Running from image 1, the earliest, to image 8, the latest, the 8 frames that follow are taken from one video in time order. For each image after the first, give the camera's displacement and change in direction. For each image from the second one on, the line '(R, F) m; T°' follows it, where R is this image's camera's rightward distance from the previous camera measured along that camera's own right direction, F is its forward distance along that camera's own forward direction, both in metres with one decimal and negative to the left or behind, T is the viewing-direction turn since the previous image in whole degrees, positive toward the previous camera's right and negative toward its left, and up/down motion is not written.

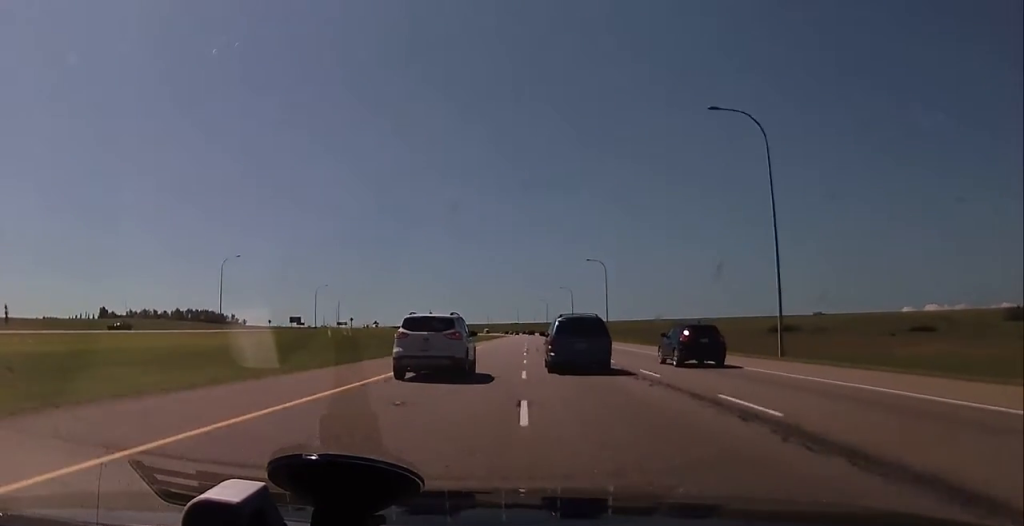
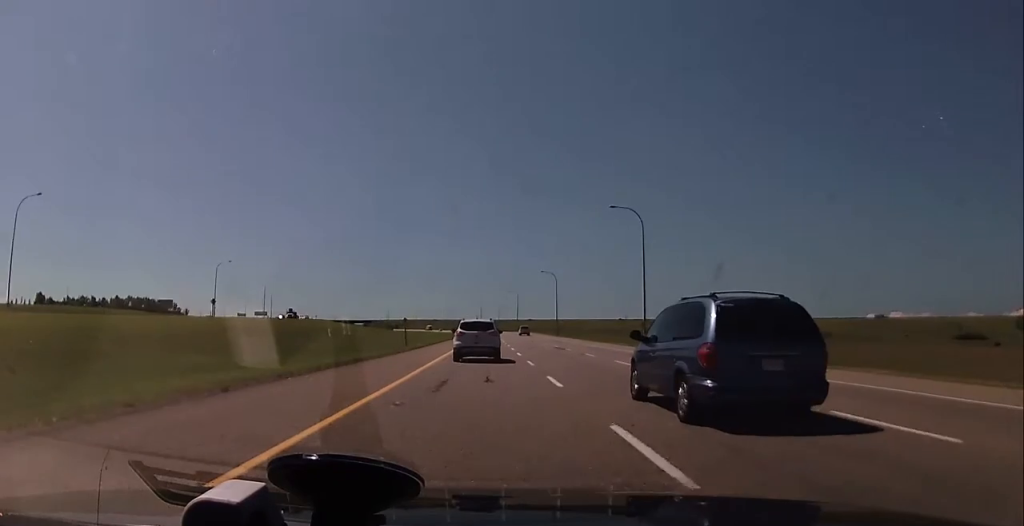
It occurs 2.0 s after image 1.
(-0.1, +66.0) m; +1°
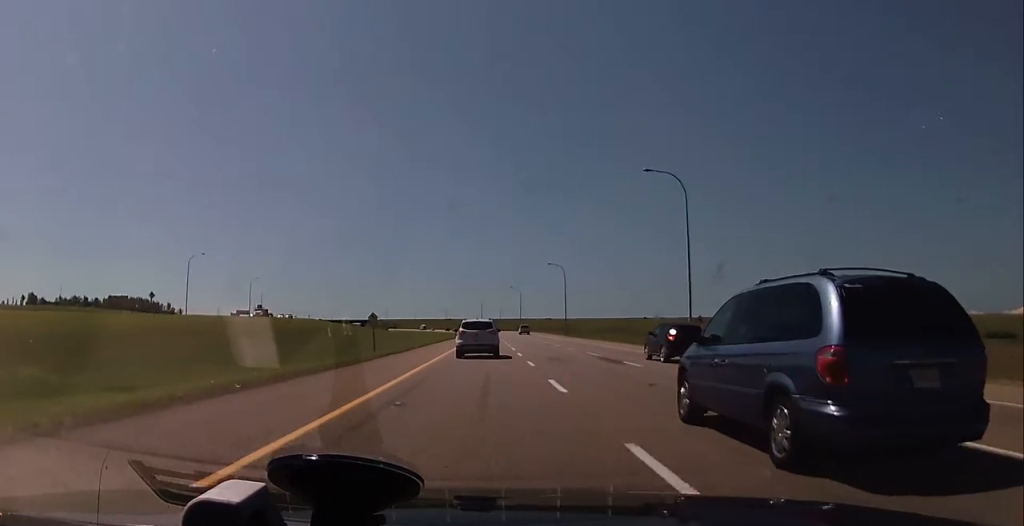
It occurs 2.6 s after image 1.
(+0.2, +19.9) m; +1°
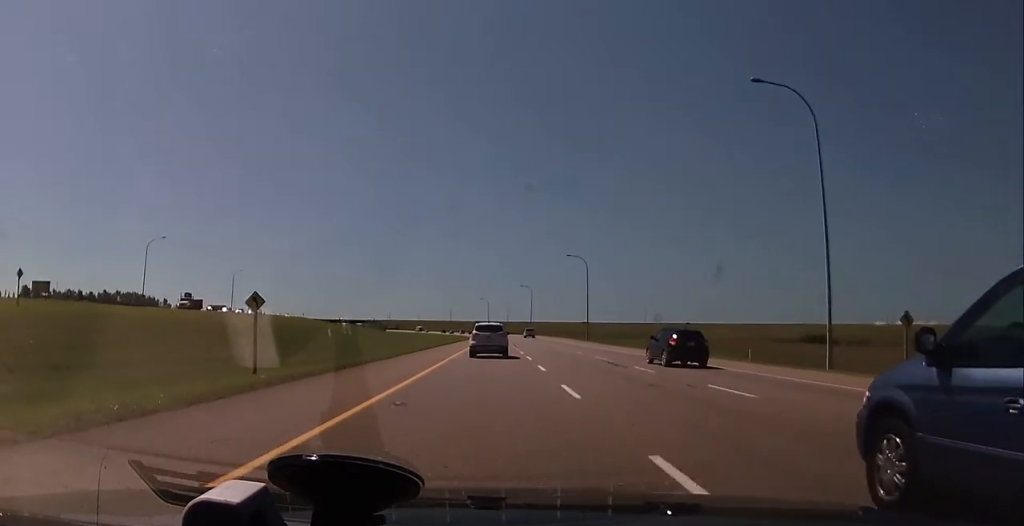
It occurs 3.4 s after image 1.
(+0.2, +27.6) m; +1°
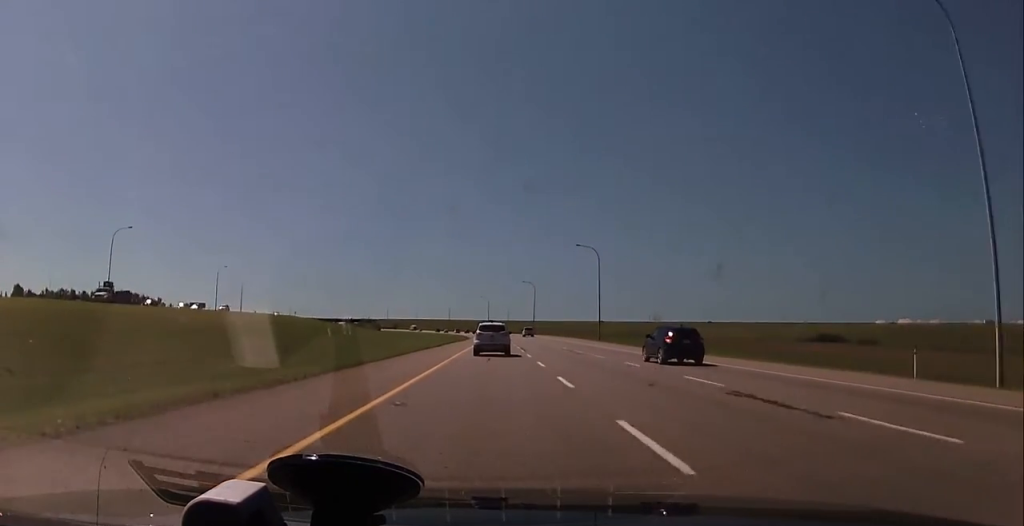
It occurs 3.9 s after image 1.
(+0.2, +15.5) m; 0°
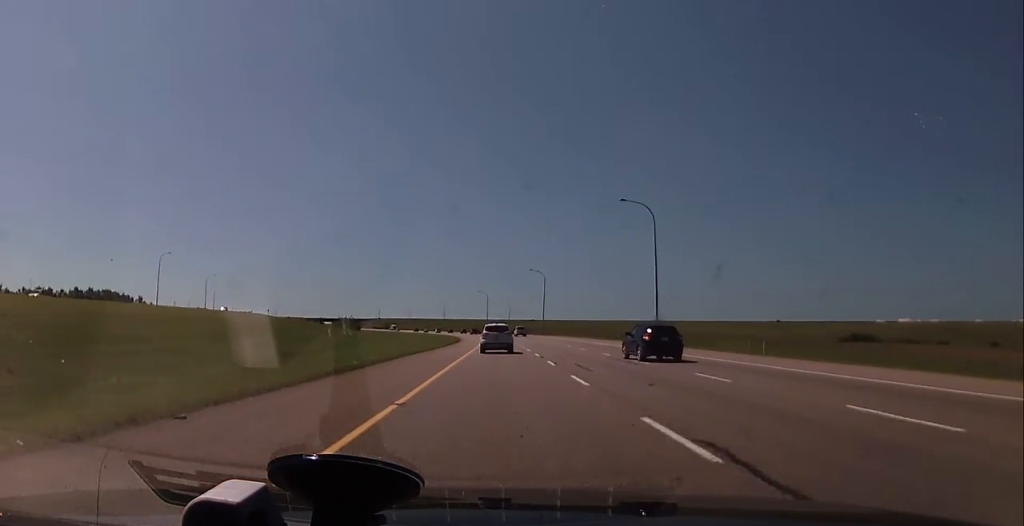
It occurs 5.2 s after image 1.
(-0.2, +44.2) m; 0°
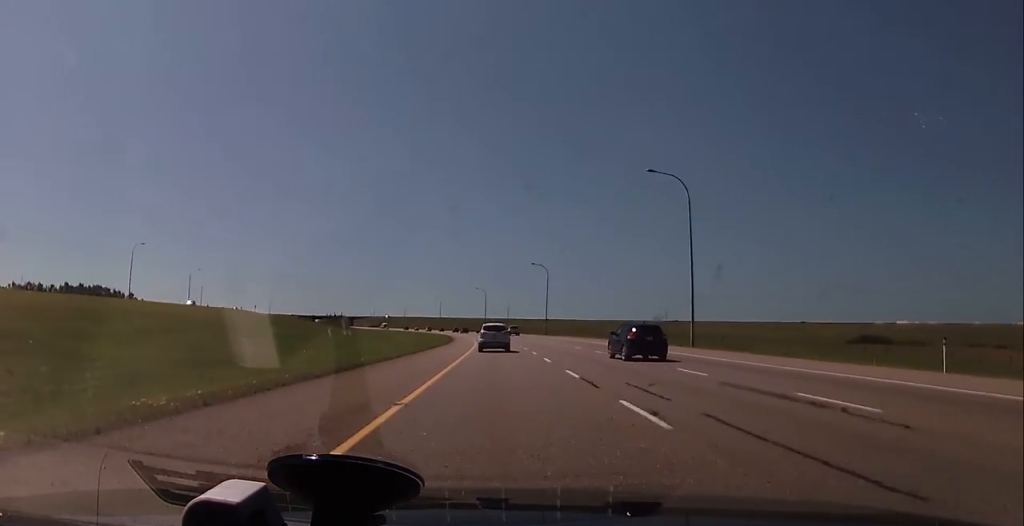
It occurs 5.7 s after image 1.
(+0.1, +15.6) m; 0°
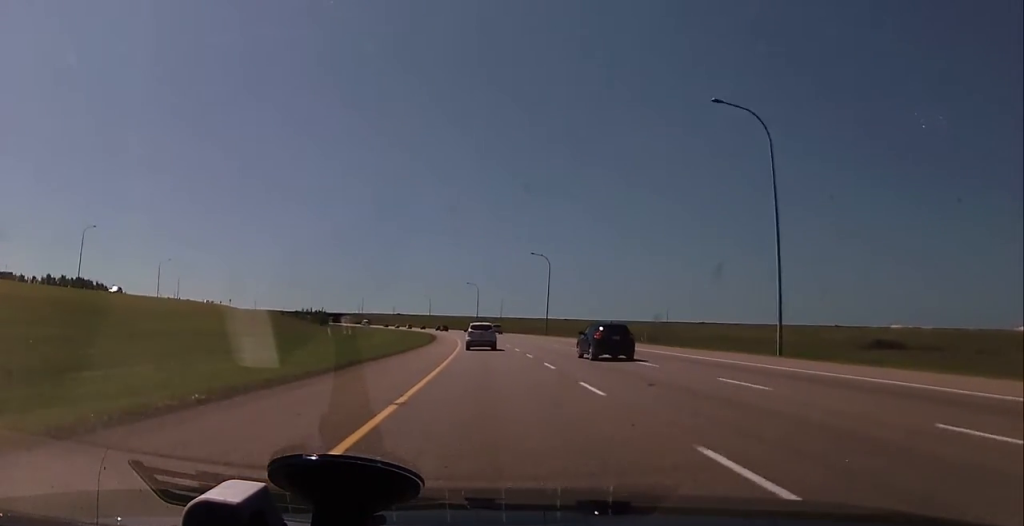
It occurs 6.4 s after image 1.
(+0.1, +22.5) m; 0°
